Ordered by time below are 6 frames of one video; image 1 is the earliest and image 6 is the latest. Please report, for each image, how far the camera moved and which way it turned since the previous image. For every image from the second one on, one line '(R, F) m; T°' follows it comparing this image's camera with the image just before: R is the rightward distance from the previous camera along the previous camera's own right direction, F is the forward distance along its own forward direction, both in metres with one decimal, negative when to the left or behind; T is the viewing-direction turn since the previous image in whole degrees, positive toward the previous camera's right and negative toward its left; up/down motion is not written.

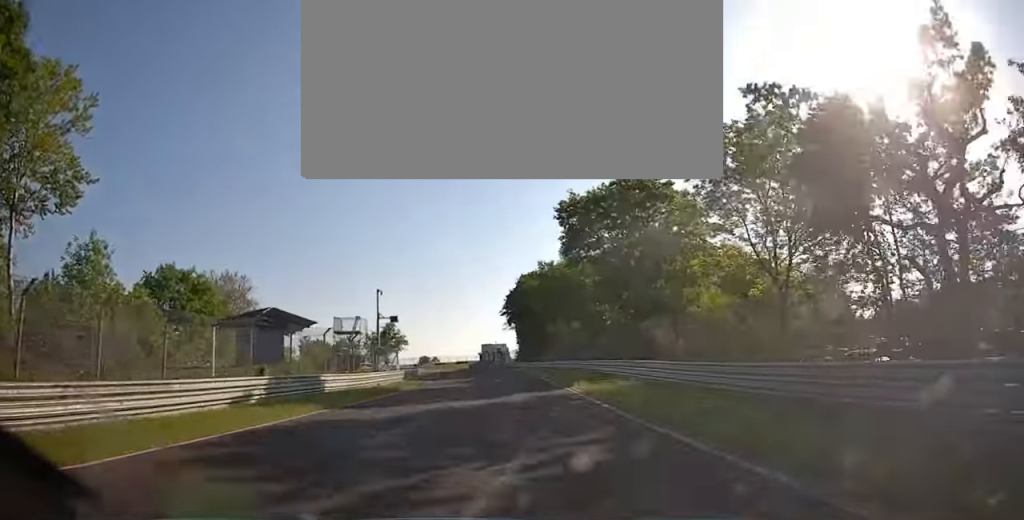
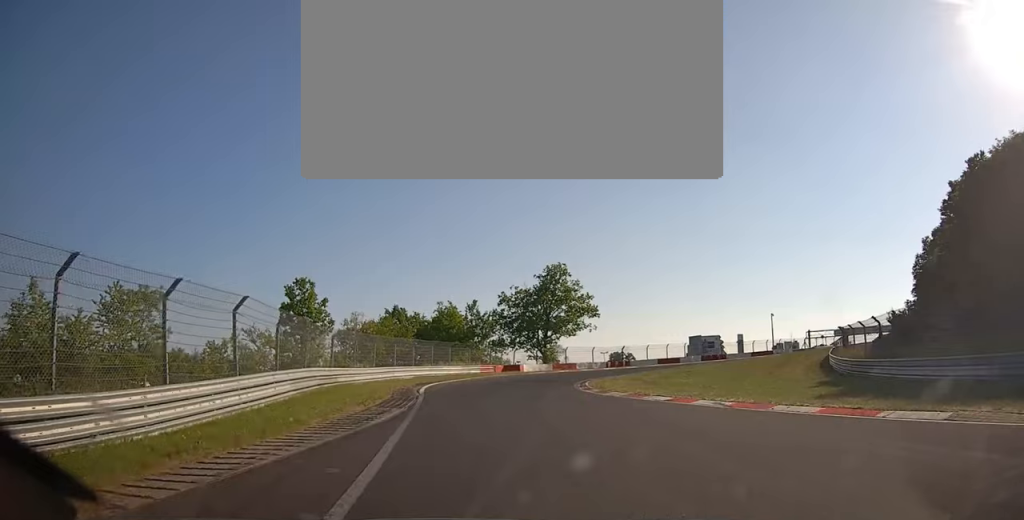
(-5.9, +90.2) m; -13°
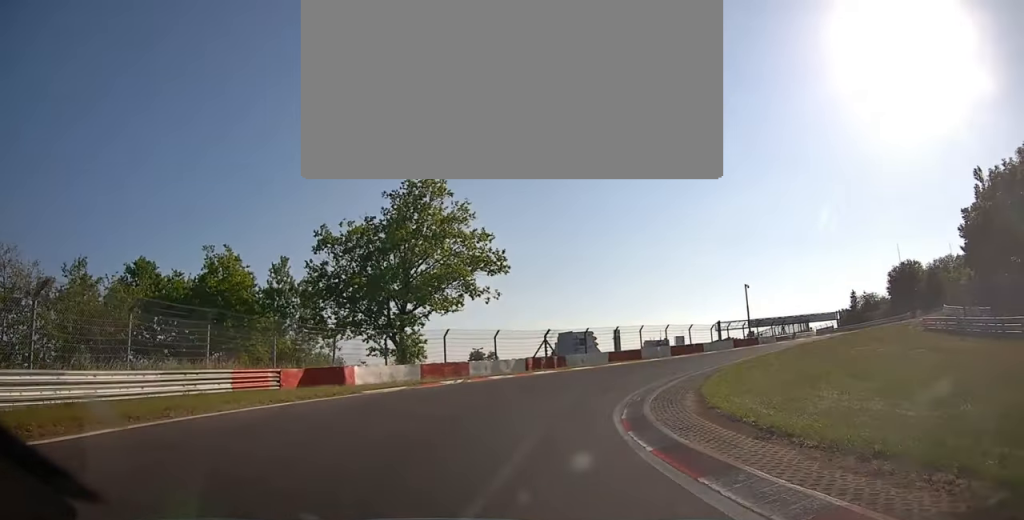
(-1.3, +37.5) m; +6°
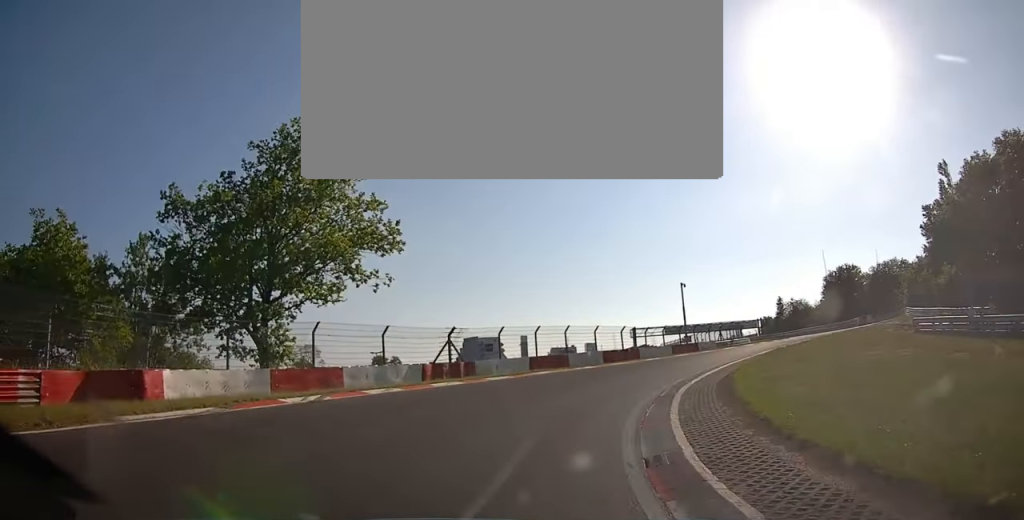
(-0.9, +10.1) m; +7°
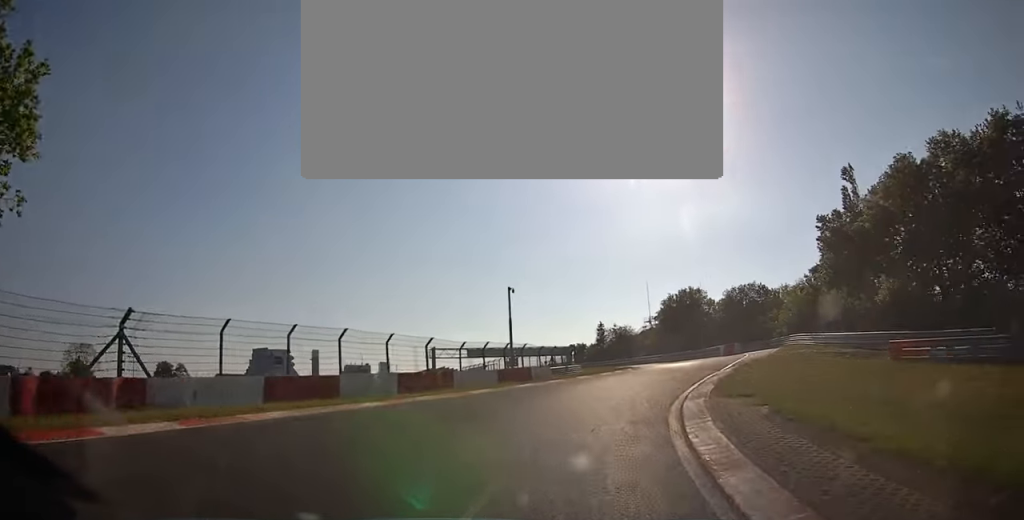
(+3.7, +14.6) m; +23°
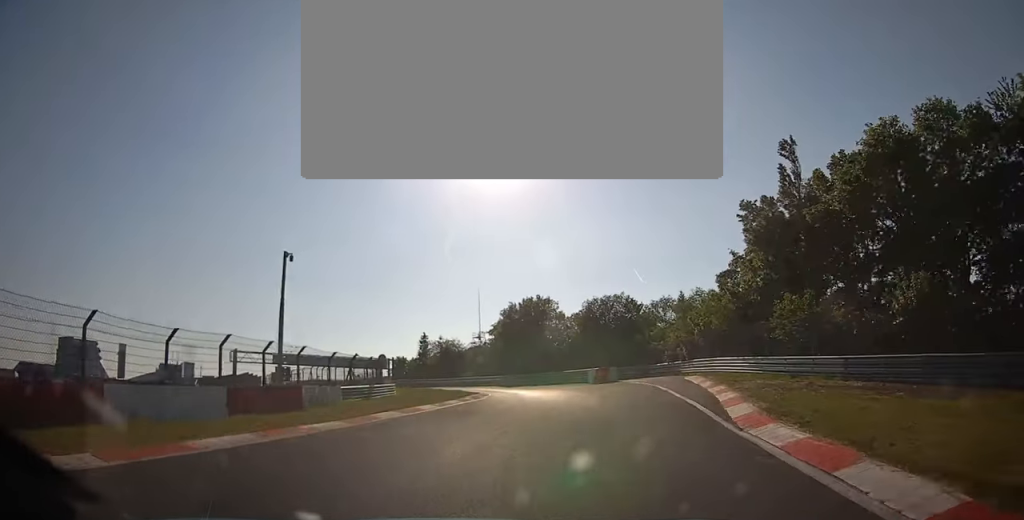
(+3.6, +15.5) m; +17°
